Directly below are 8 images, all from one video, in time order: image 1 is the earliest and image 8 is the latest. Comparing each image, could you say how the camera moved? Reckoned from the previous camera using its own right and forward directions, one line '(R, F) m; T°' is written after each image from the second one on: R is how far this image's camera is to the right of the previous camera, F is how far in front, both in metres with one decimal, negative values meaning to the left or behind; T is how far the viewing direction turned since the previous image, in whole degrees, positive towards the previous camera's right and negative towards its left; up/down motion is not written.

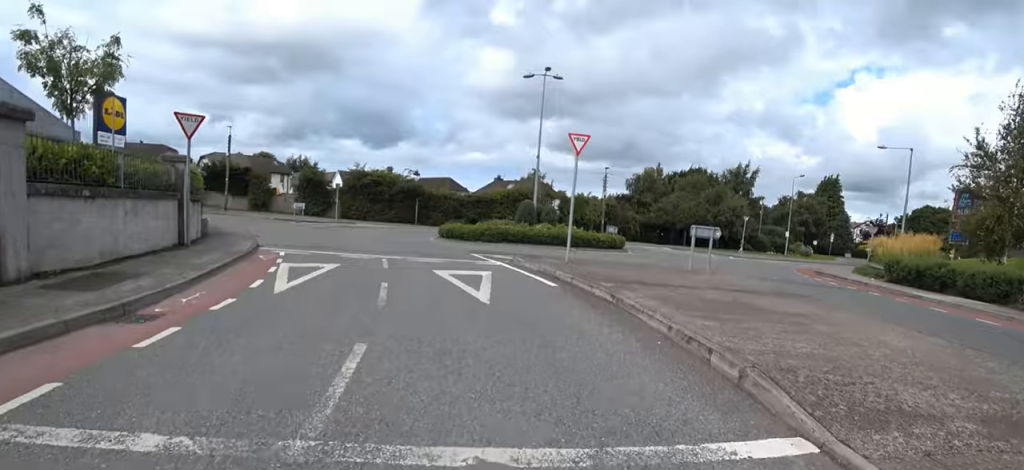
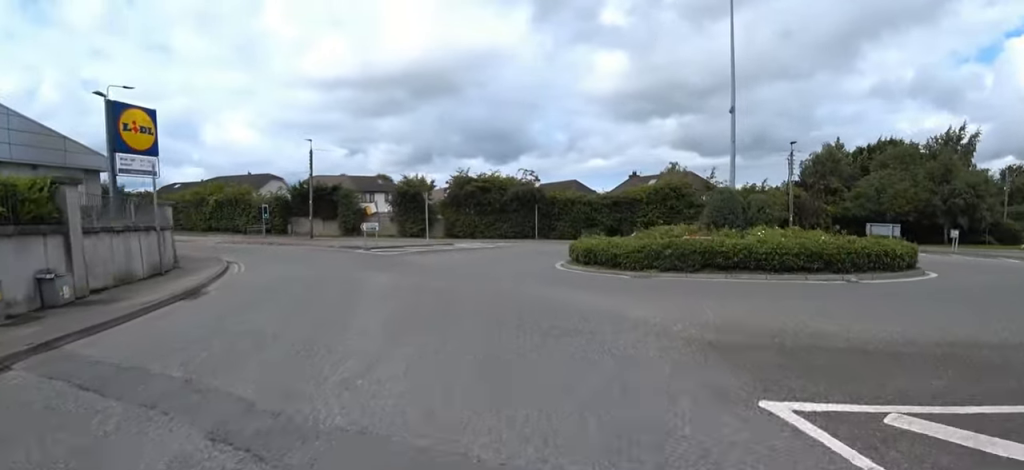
(-0.1, +11.6) m; -1°
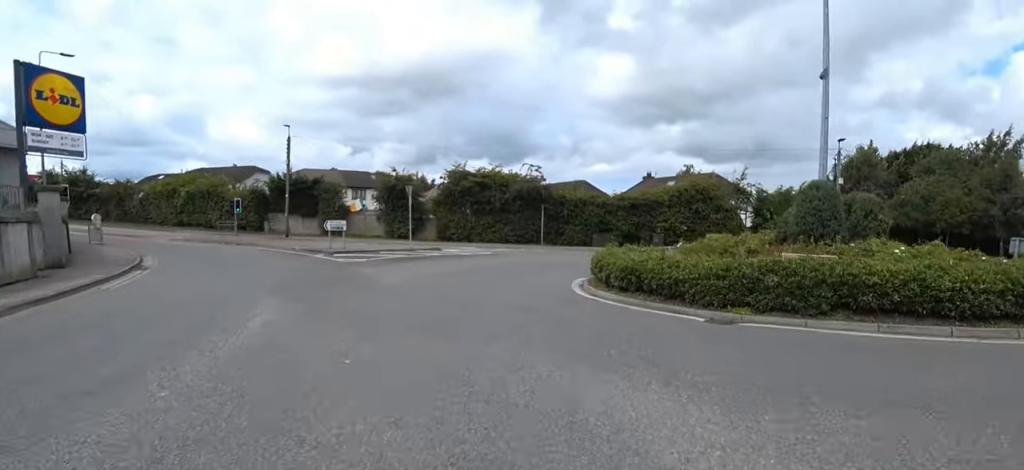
(+0.9, +4.9) m; -1°
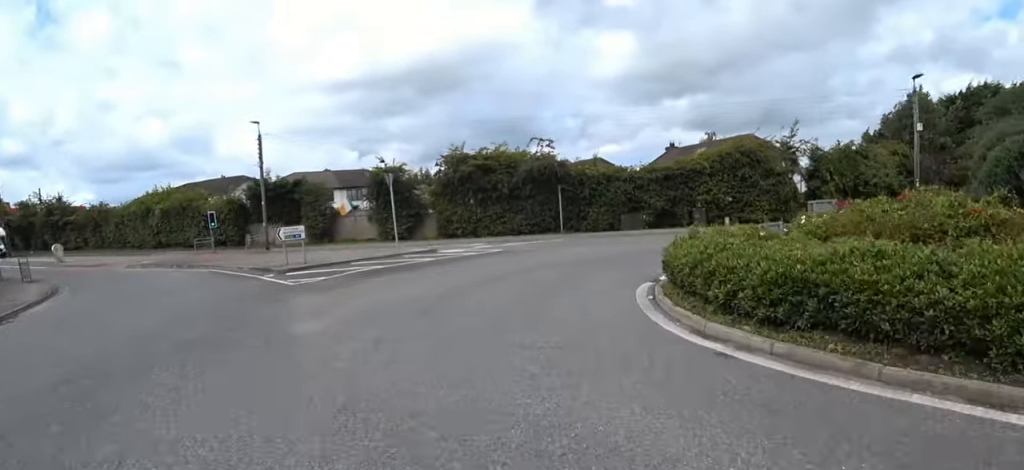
(-1.1, +5.0) m; -13°
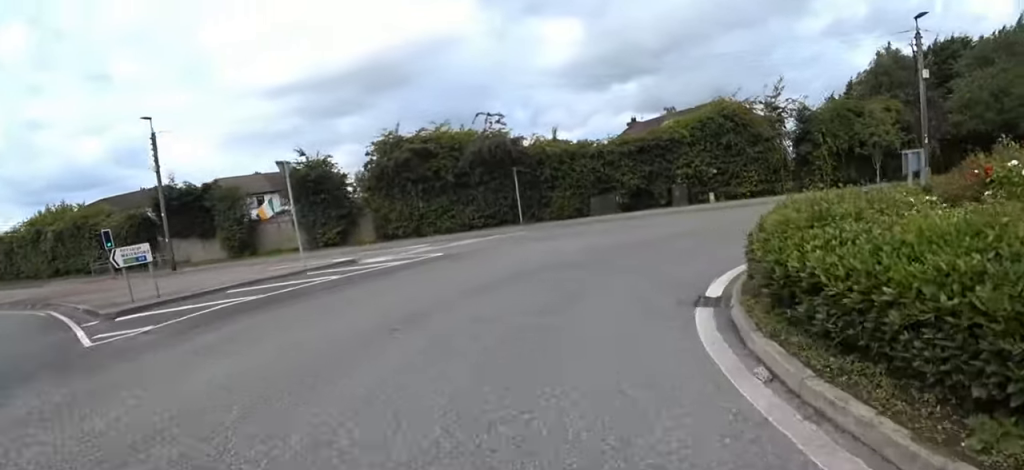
(-0.1, +4.4) m; +10°
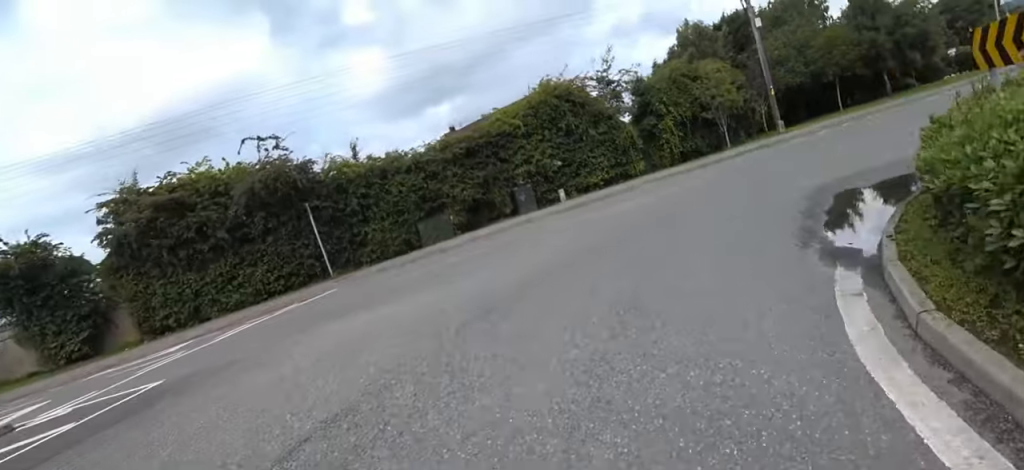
(+0.9, +4.9) m; +16°
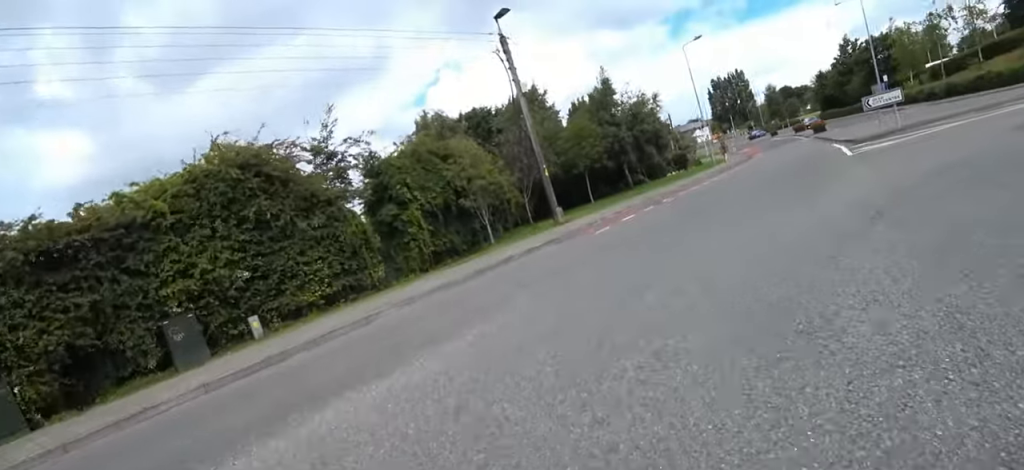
(+0.9, +6.5) m; +20°
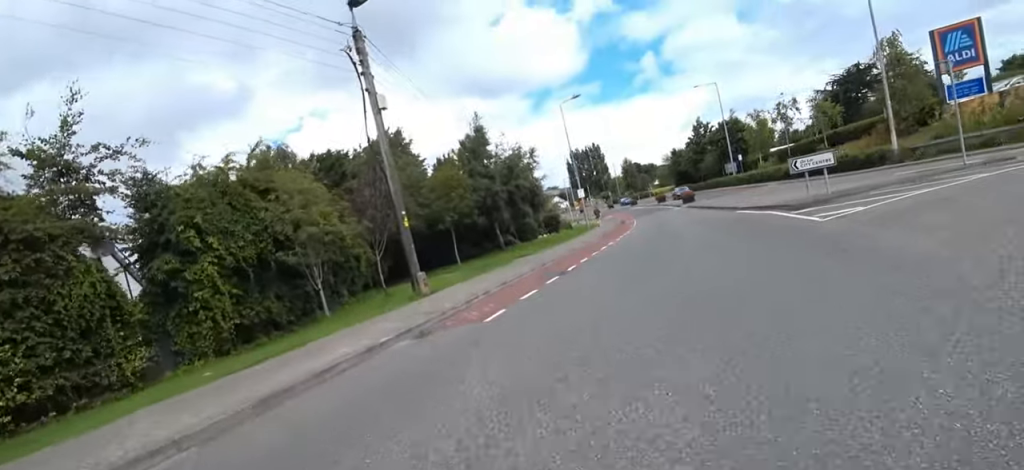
(+0.7, +4.0) m; +14°
